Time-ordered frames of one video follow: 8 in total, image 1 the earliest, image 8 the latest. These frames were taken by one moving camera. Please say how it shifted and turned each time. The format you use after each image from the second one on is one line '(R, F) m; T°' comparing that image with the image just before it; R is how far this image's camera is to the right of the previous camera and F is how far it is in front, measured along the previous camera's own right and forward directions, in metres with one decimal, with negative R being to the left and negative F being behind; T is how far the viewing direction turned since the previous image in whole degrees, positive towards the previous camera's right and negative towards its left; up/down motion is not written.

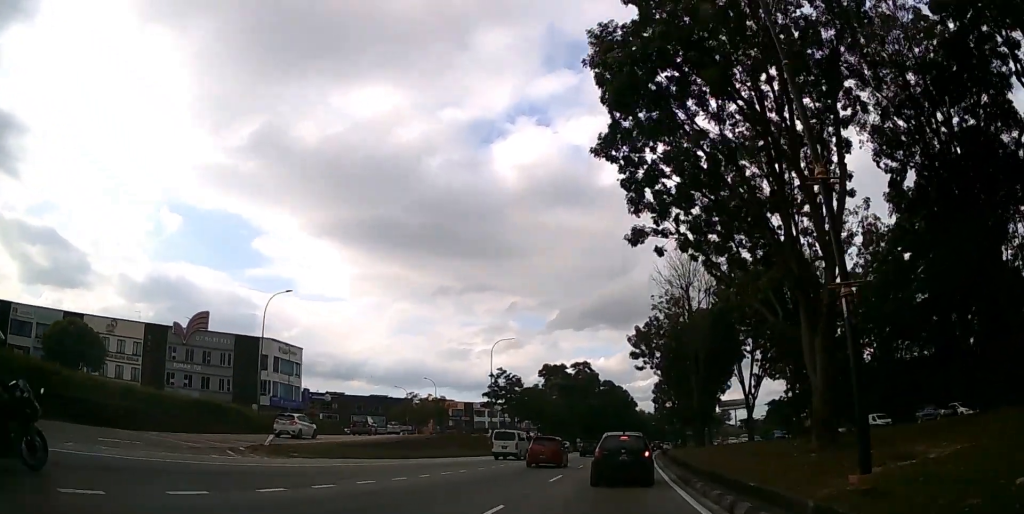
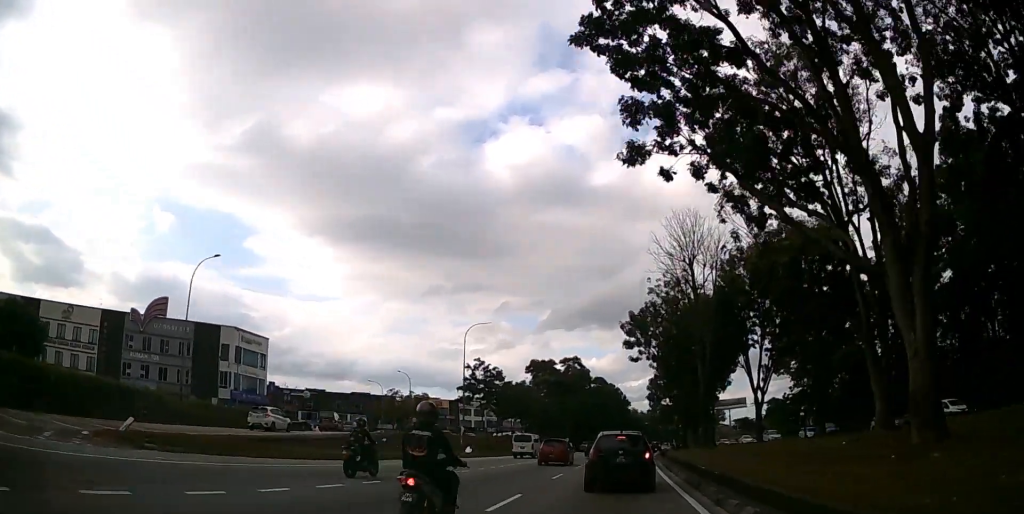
(0.0, +7.9) m; +1°
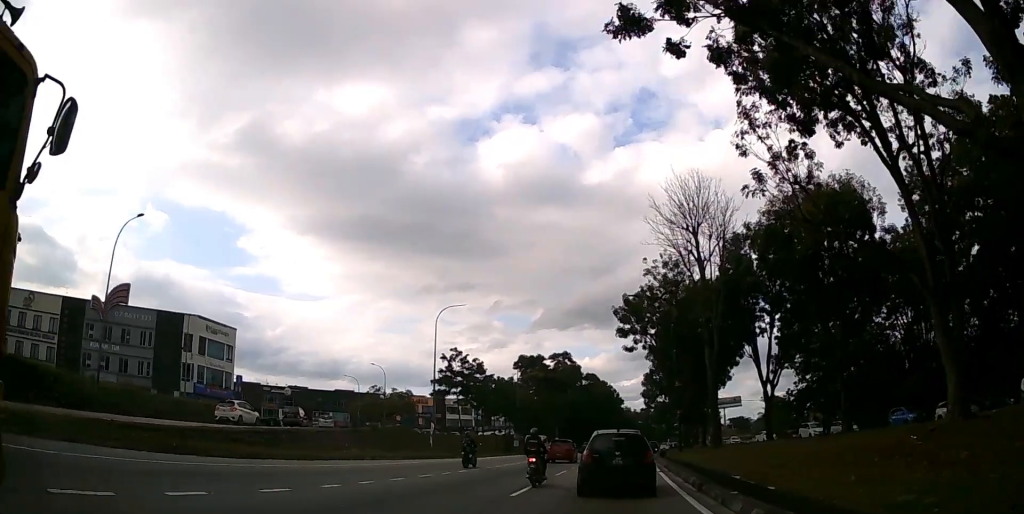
(+0.1, +6.5) m; +1°
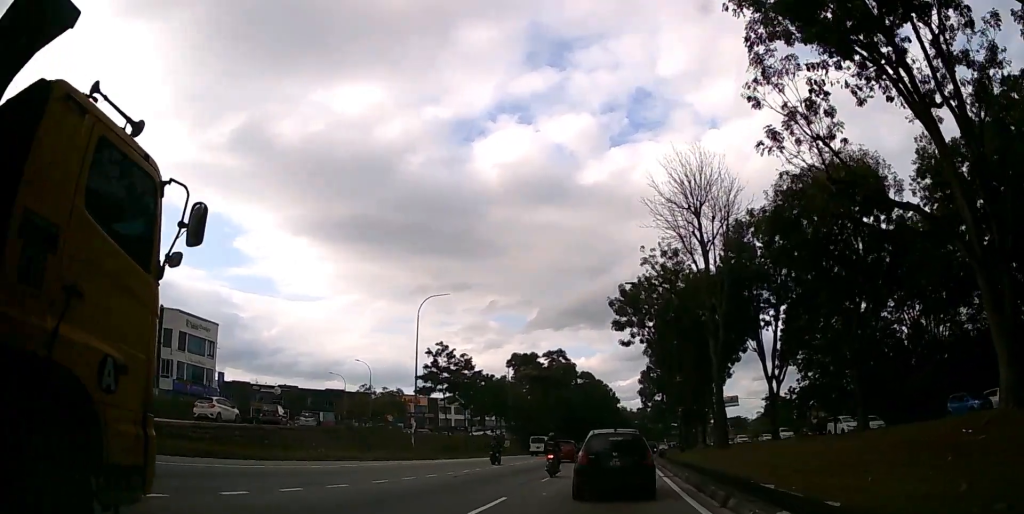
(0.0, +3.6) m; 0°
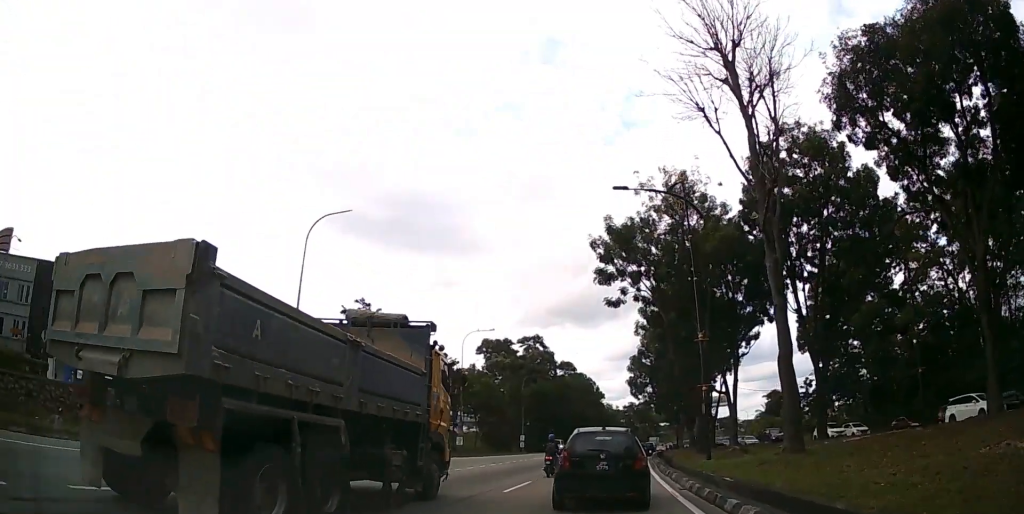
(+0.1, +15.5) m; +1°
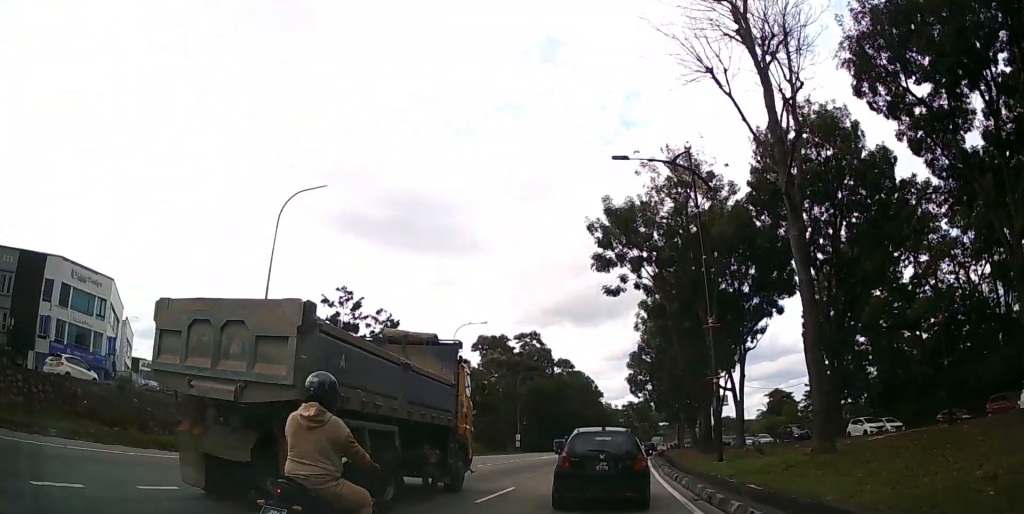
(0.0, +2.7) m; 0°
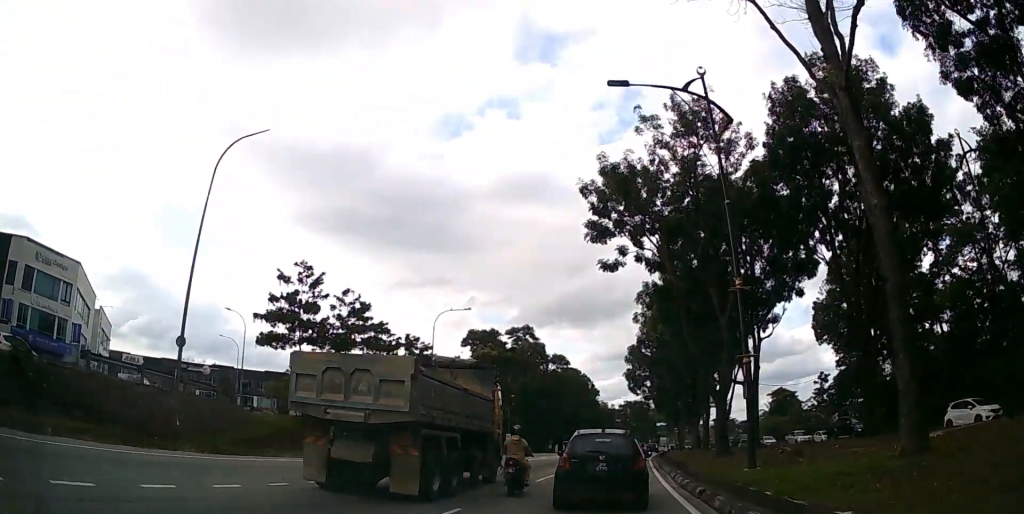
(0.0, +5.3) m; 0°
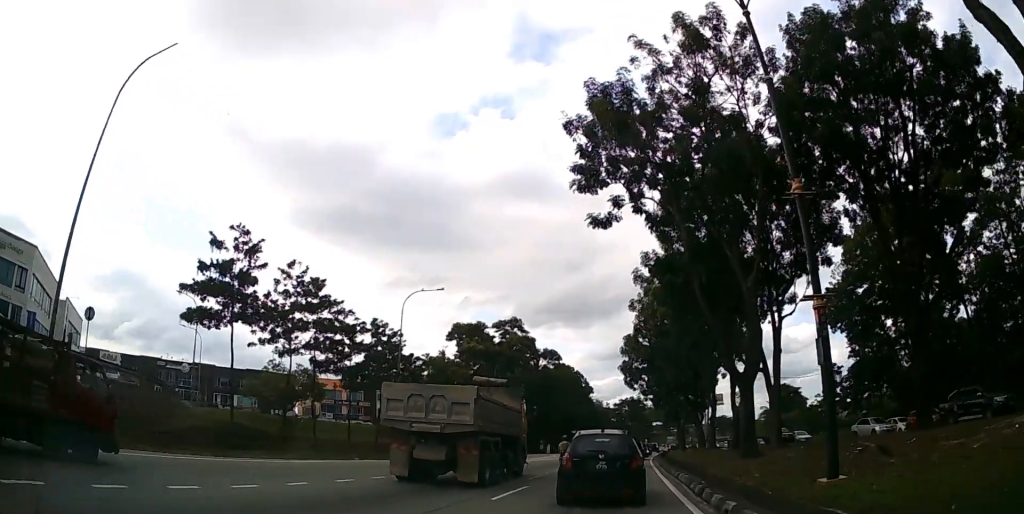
(0.0, +6.1) m; +1°
